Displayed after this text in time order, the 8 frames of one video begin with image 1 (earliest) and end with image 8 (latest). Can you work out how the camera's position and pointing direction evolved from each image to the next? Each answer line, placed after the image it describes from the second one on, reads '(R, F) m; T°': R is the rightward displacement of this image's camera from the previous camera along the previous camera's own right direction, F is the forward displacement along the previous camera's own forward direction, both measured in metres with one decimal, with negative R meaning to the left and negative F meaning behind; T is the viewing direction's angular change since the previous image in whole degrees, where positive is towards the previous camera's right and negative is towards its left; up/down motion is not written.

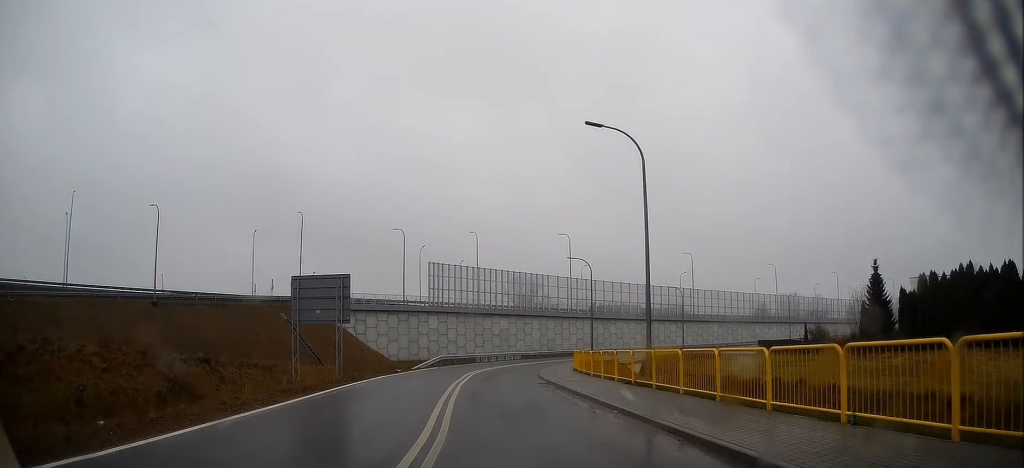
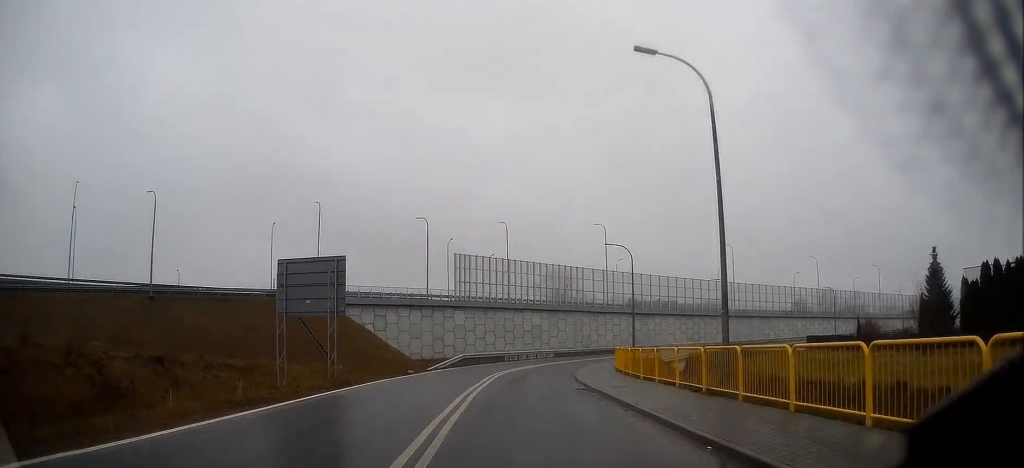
(-0.2, +5.2) m; -3°
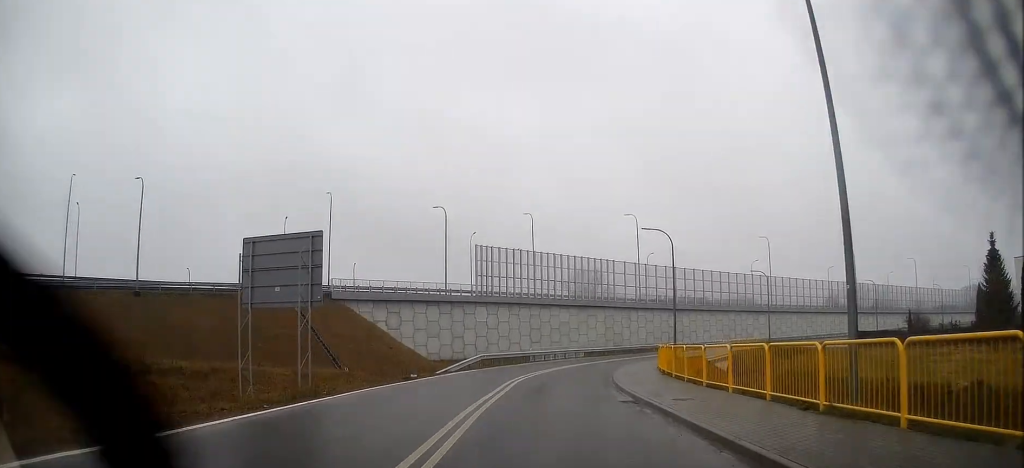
(-0.1, +5.2) m; -3°
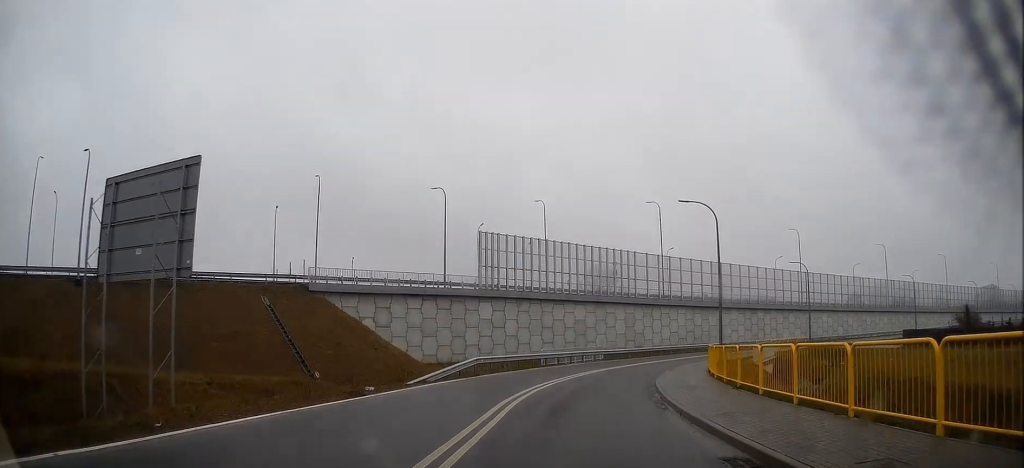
(-0.3, +7.8) m; -3°
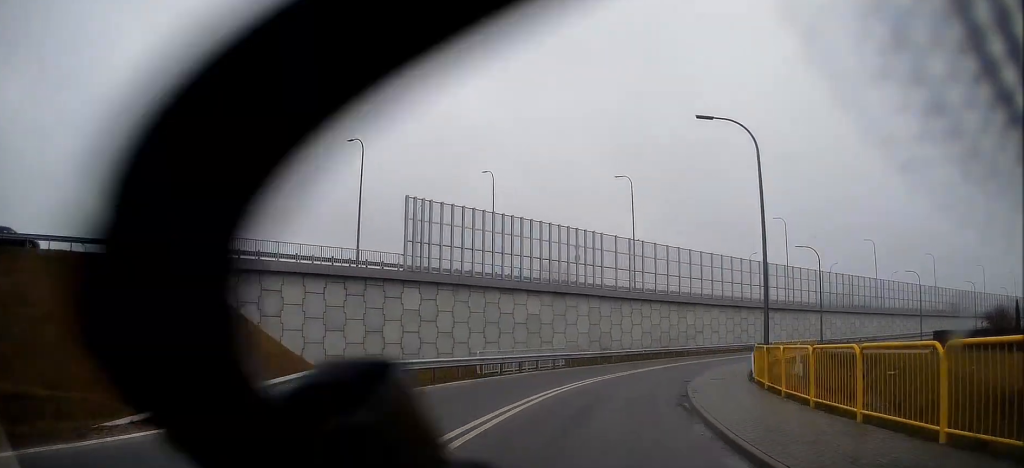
(-0.3, +12.6) m; +3°
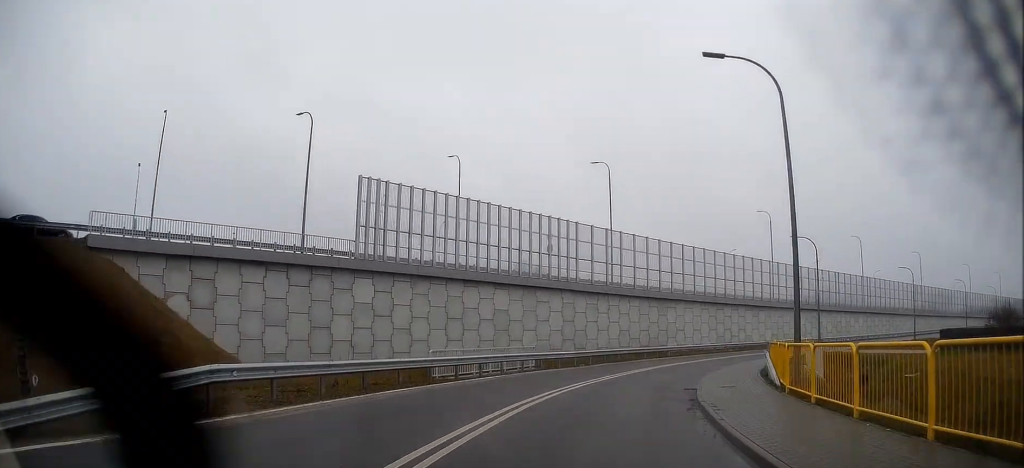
(+0.4, +4.8) m; +3°
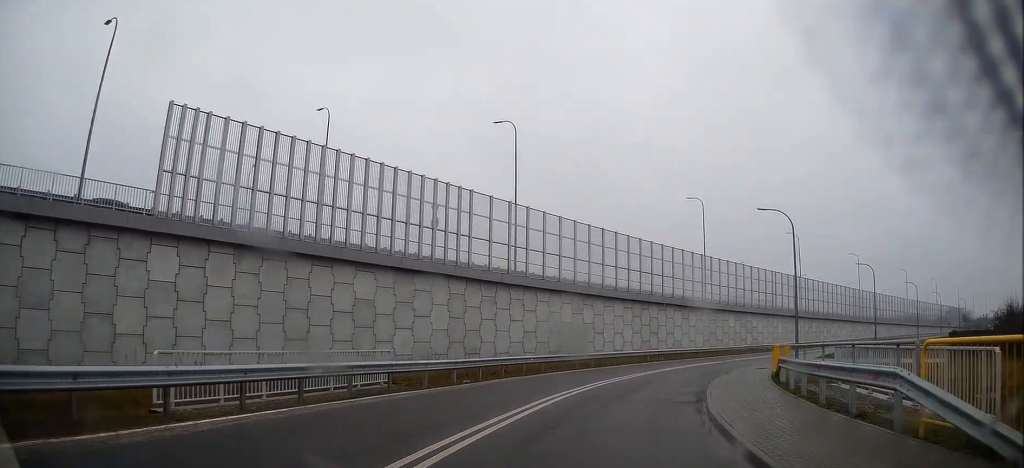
(+0.7, +12.2) m; +8°
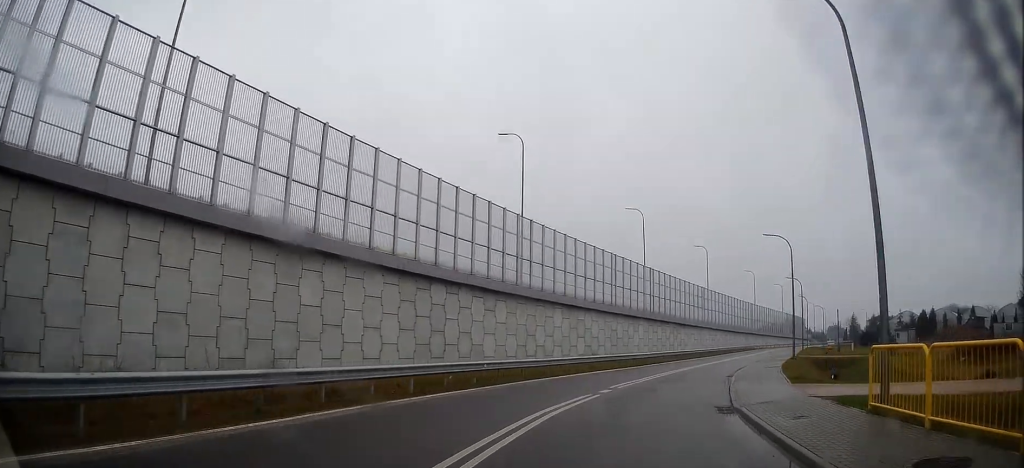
(+4.7, +23.7) m; +20°
